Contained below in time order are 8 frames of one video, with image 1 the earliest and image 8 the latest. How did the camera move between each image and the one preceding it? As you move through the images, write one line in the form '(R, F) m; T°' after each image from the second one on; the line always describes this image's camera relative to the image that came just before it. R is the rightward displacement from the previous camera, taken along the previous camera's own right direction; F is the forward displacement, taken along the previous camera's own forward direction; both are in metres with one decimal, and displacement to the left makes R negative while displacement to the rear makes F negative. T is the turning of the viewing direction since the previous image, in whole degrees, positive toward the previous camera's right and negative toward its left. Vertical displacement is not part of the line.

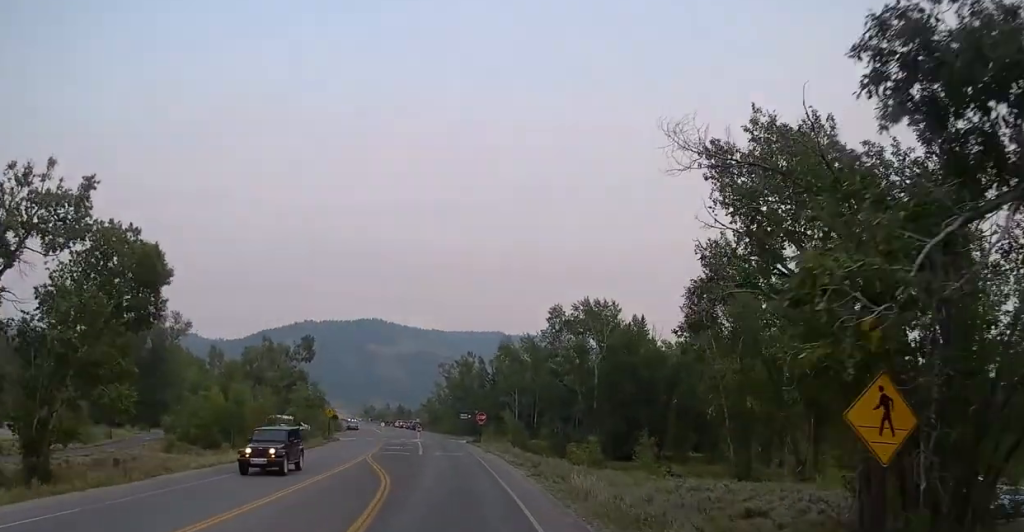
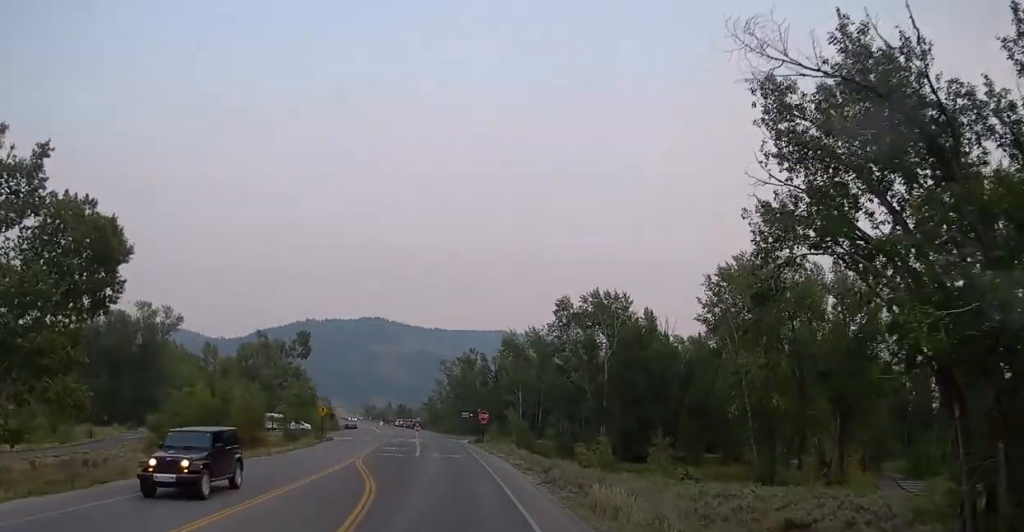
(-0.2, +3.8) m; -1°
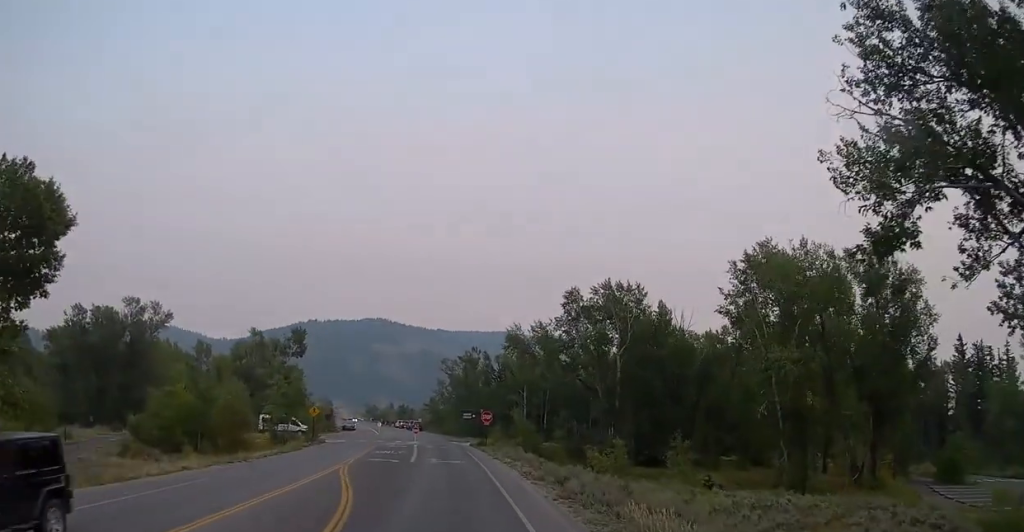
(-0.1, +4.2) m; -1°
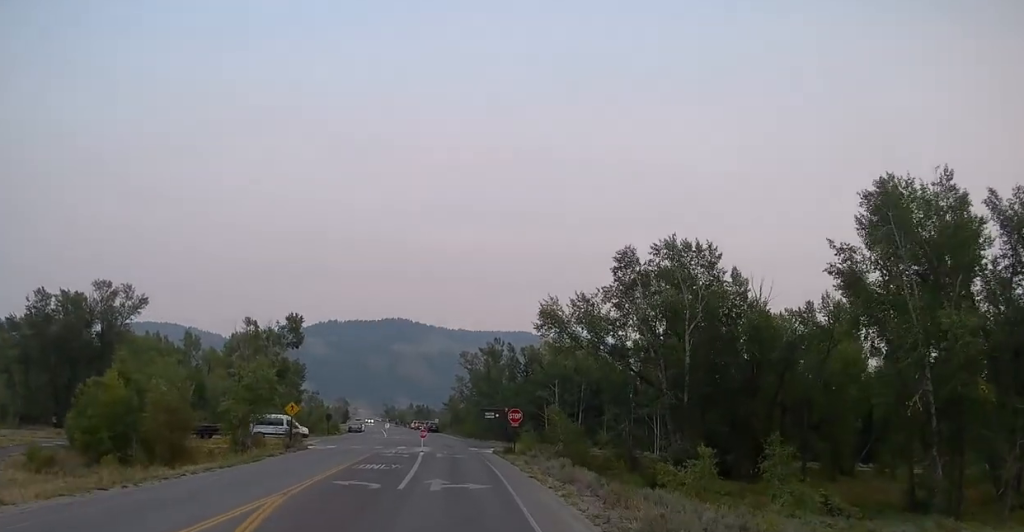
(-0.1, +12.9) m; -1°
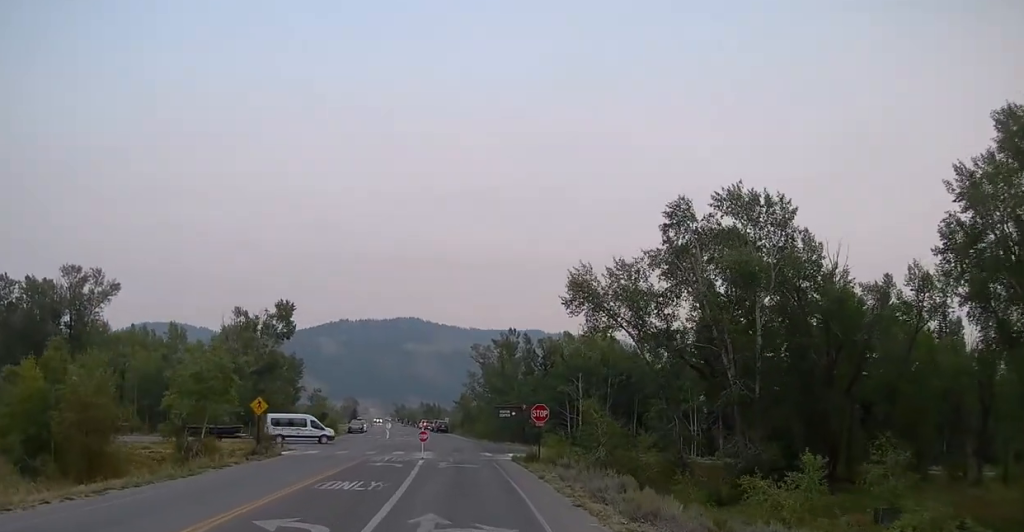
(+0.1, +10.1) m; +2°
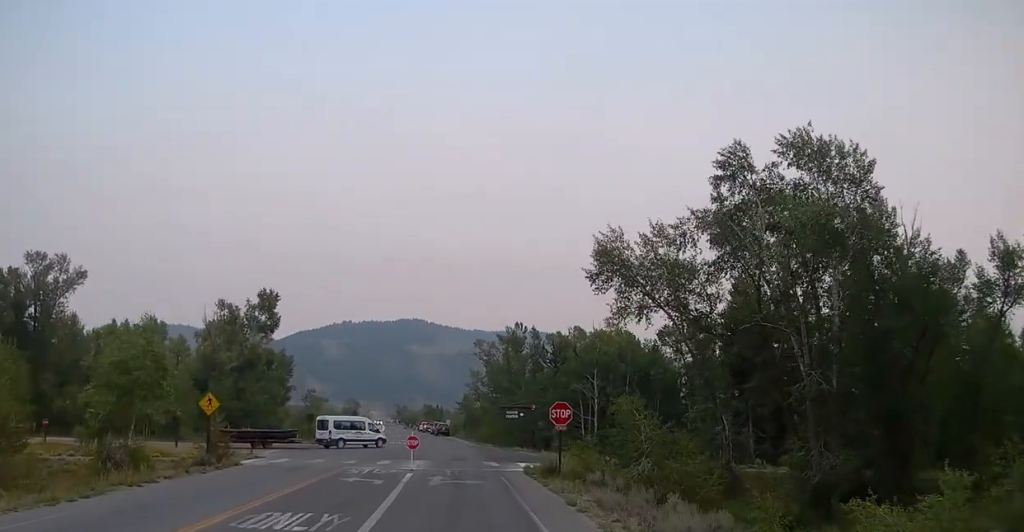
(+0.1, +7.3) m; -1°
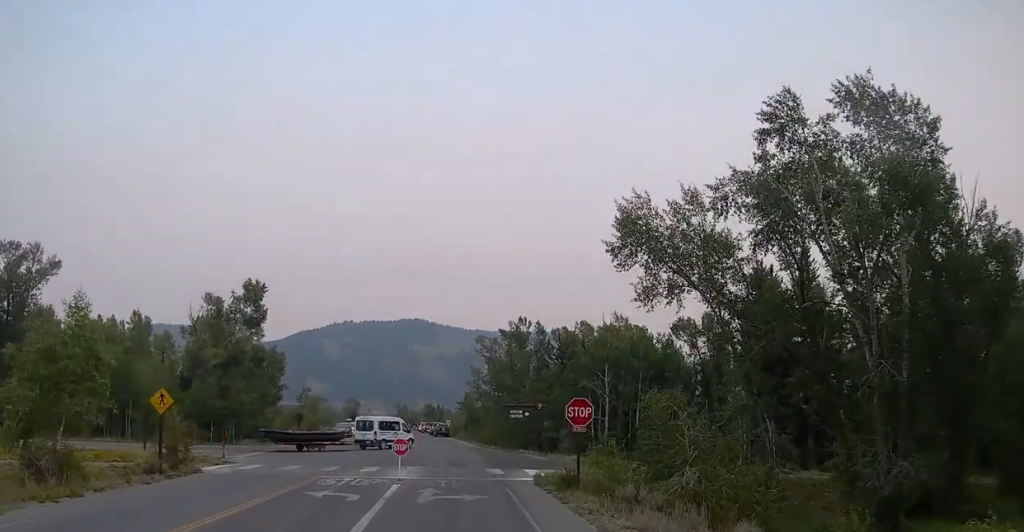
(-0.2, +4.5) m; -1°
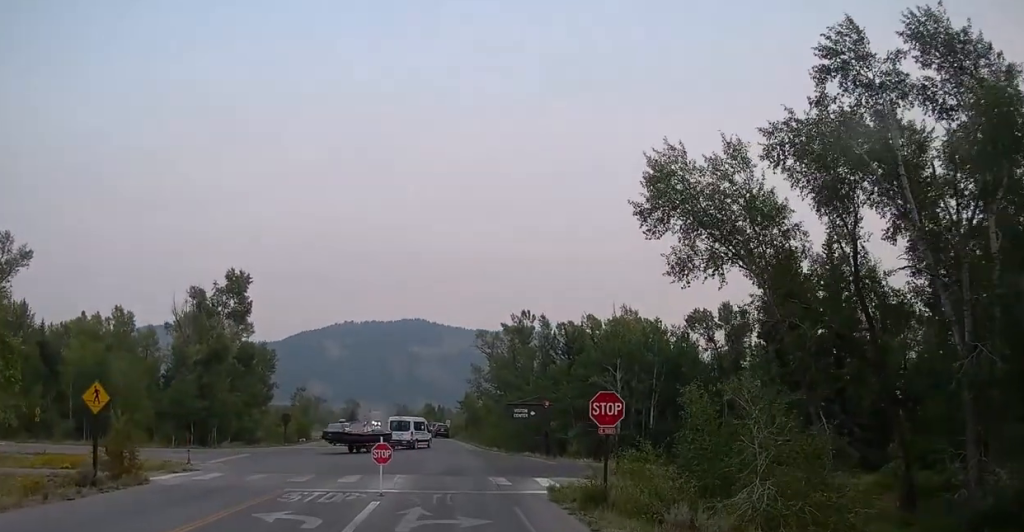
(0.0, +4.6) m; 0°
